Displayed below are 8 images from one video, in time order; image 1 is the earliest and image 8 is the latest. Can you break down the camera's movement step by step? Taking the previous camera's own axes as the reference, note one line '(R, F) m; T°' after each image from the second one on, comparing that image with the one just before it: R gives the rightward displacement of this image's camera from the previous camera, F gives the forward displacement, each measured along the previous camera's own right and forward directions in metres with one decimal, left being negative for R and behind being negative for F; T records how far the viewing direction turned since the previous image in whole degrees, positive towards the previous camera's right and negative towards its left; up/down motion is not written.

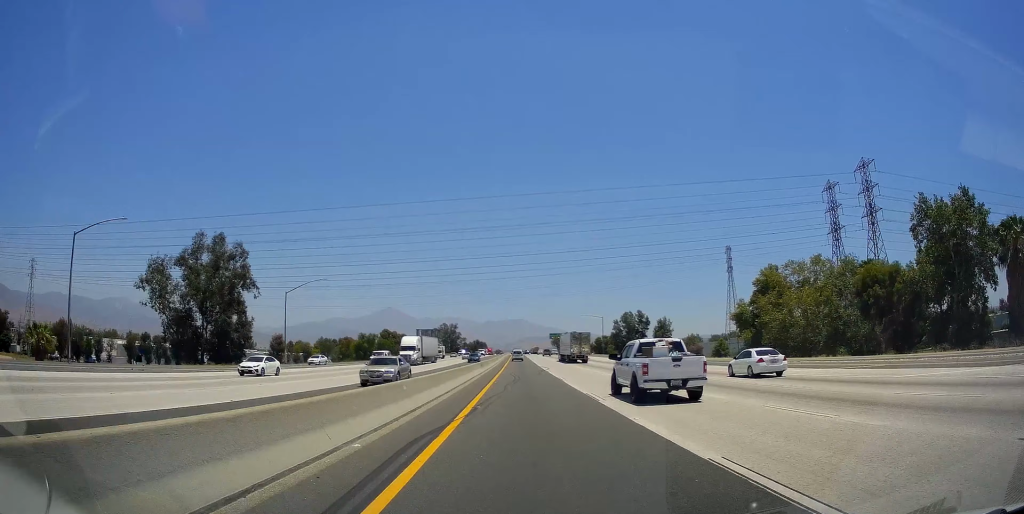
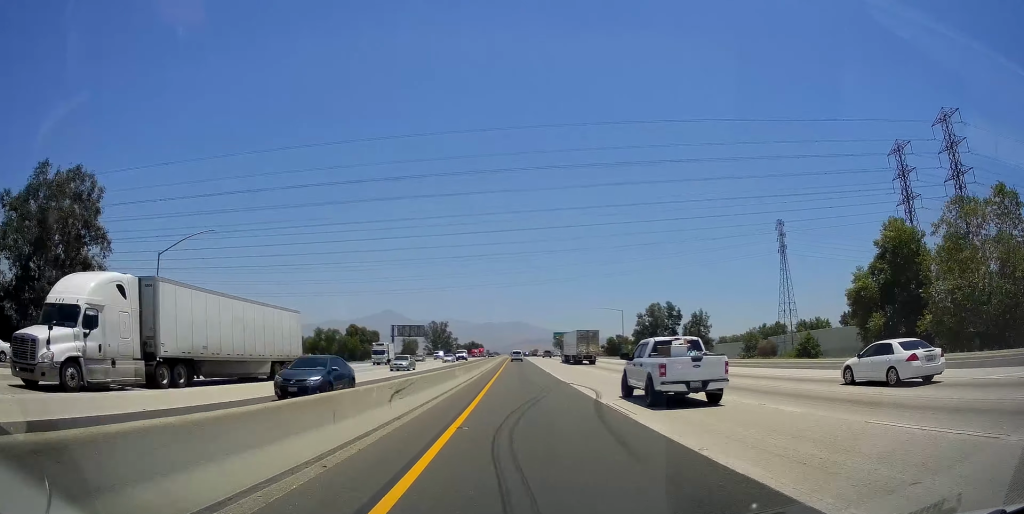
(0.0, +33.4) m; 0°
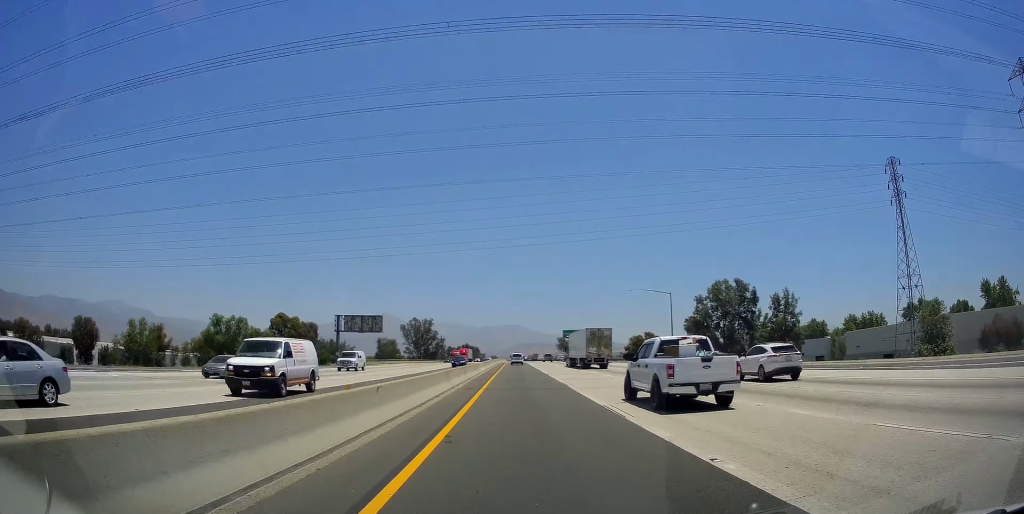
(0.0, +45.9) m; 0°
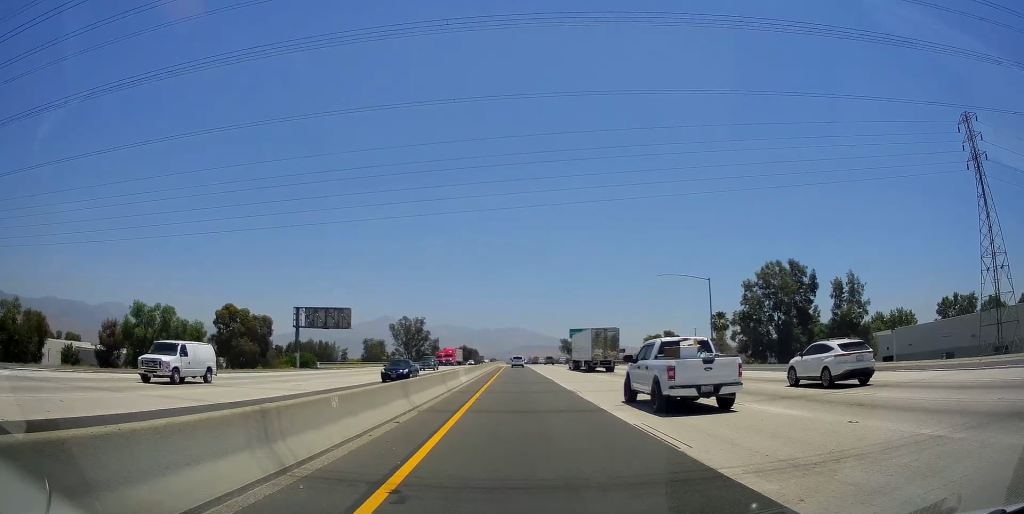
(0.0, +19.8) m; 0°
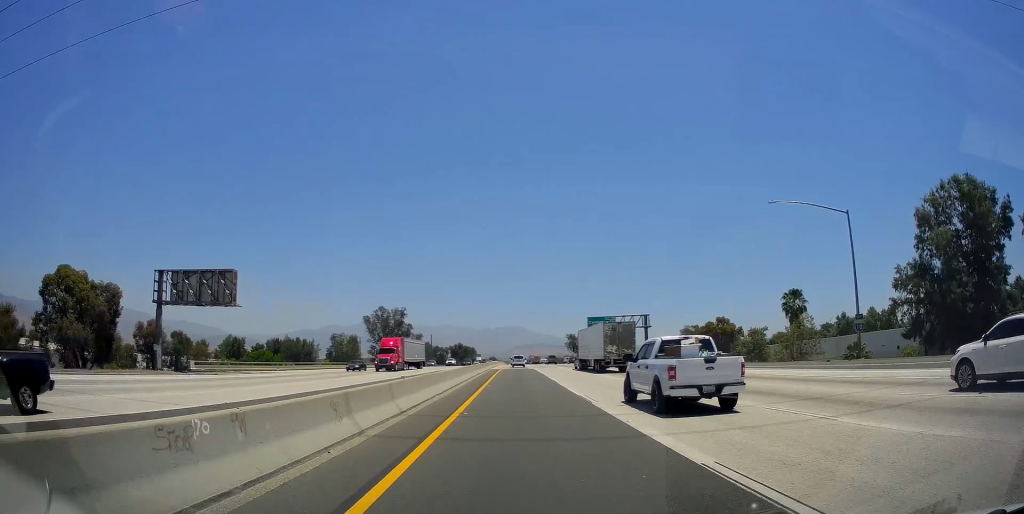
(0.0, +34.4) m; 0°
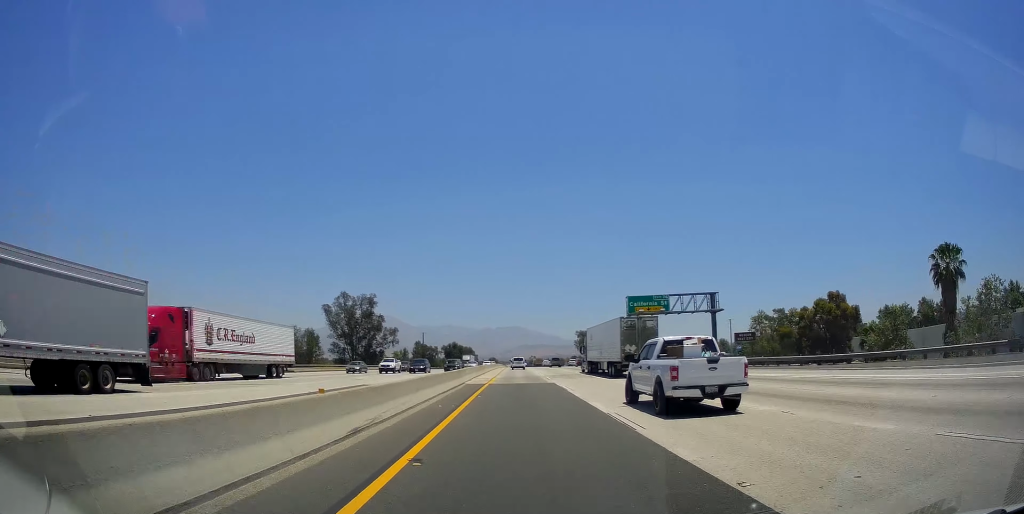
(0.0, +34.9) m; 0°
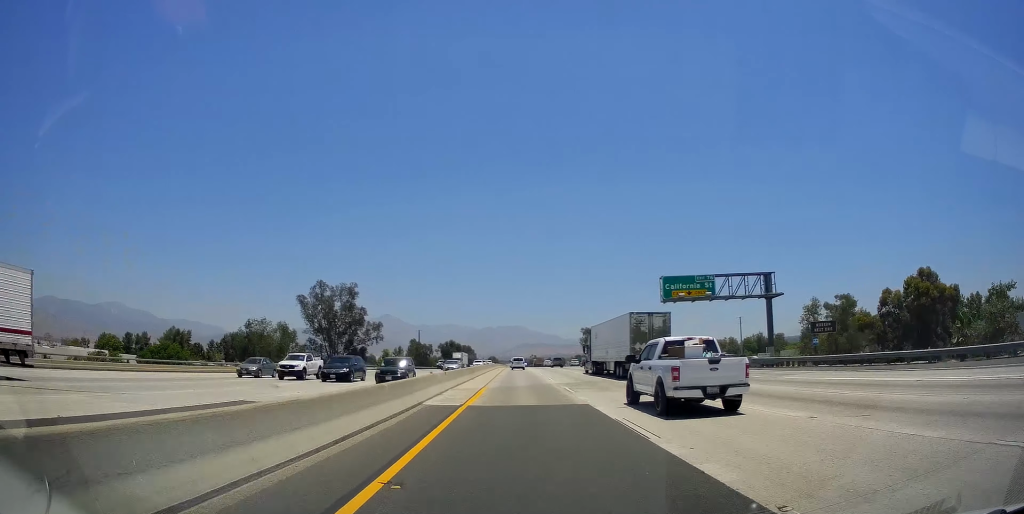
(0.0, +15.6) m; 0°
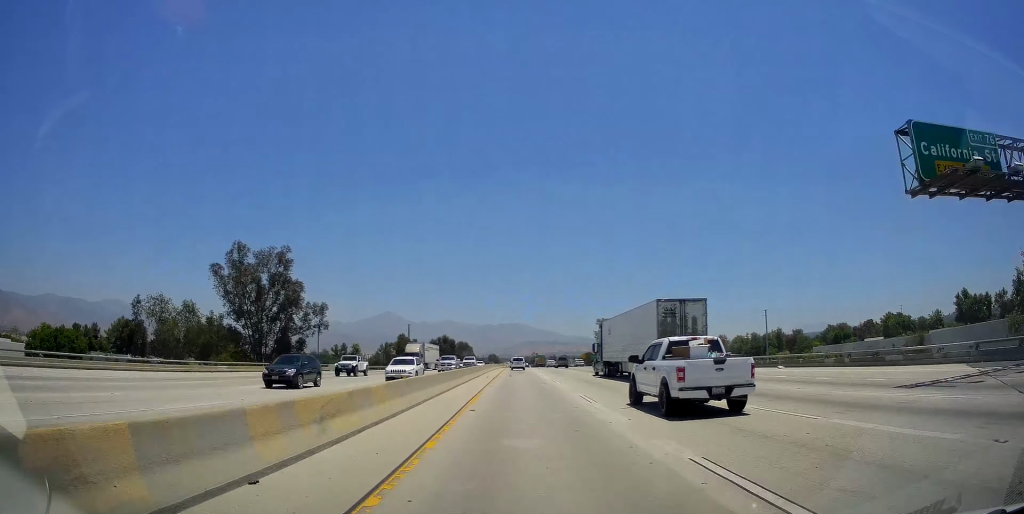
(0.0, +34.3) m; 0°
